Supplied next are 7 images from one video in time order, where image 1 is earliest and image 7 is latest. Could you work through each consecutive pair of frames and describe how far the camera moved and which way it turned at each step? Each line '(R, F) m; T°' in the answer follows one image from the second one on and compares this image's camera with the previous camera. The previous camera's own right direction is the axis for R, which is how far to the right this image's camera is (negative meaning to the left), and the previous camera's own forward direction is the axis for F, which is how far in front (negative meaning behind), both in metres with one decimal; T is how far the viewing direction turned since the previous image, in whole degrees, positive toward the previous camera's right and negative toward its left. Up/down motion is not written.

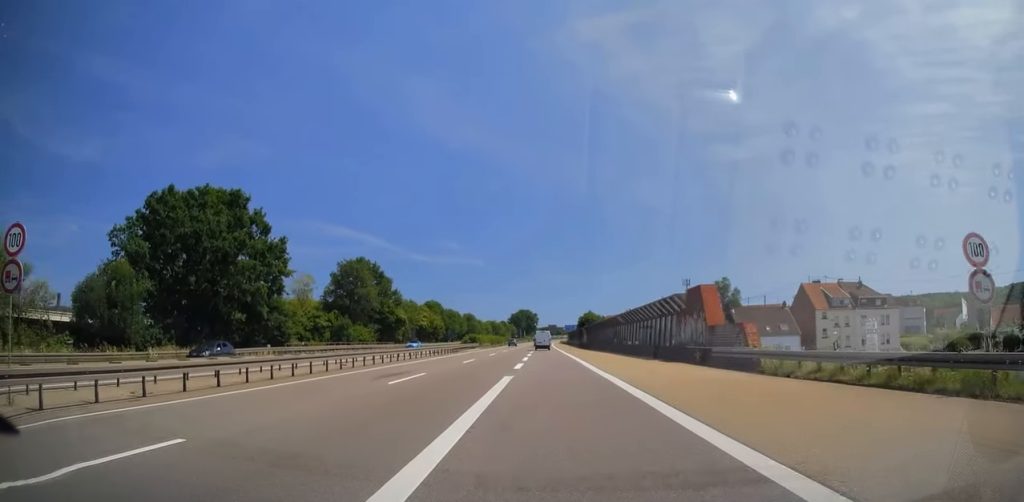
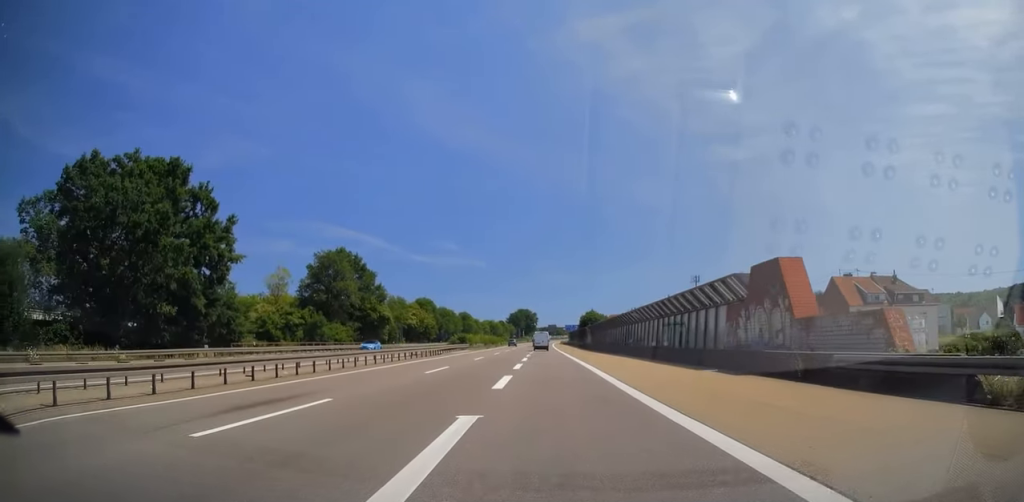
(+0.1, +11.4) m; 0°
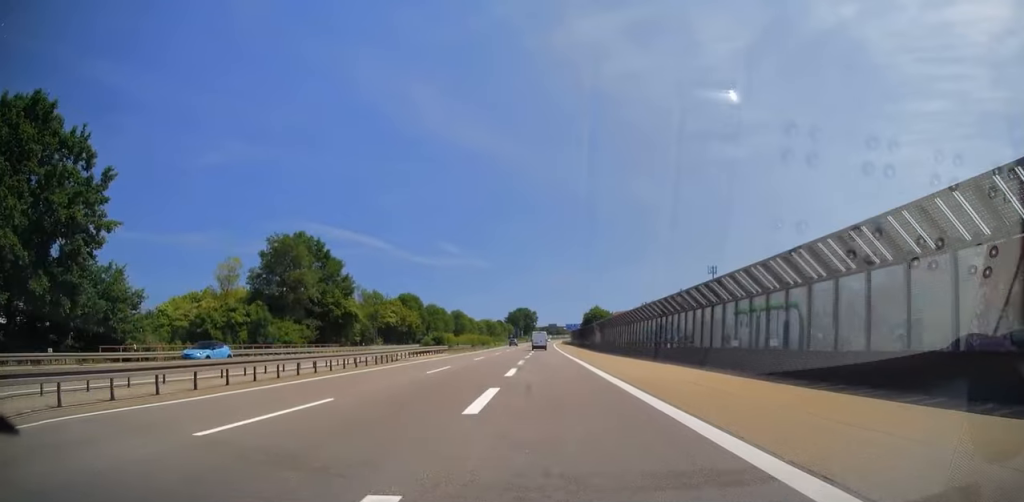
(+0.1, +17.8) m; 0°
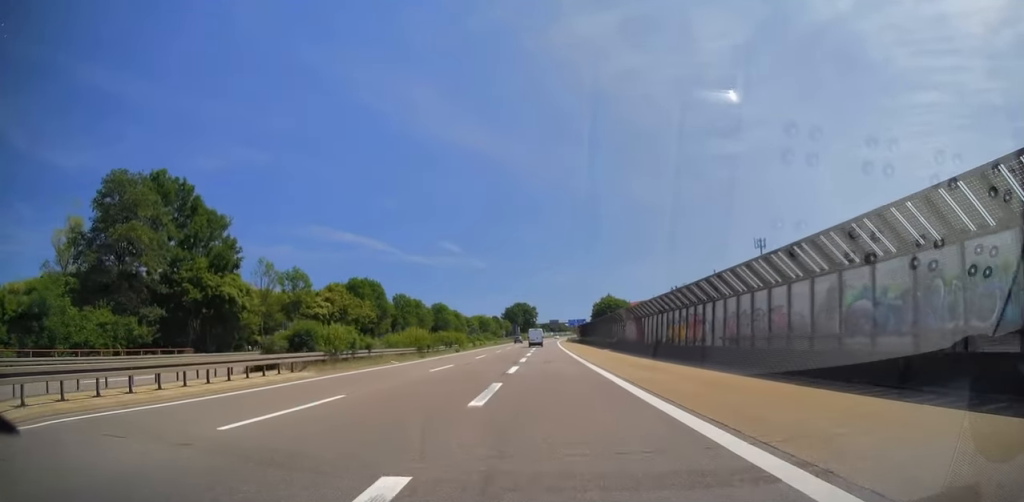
(0.0, +35.0) m; 0°
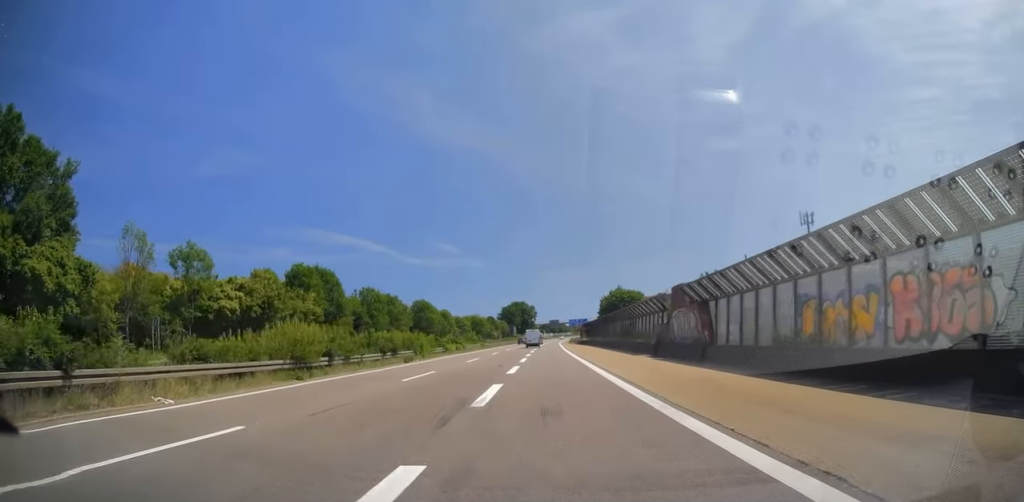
(-0.1, +23.1) m; 0°
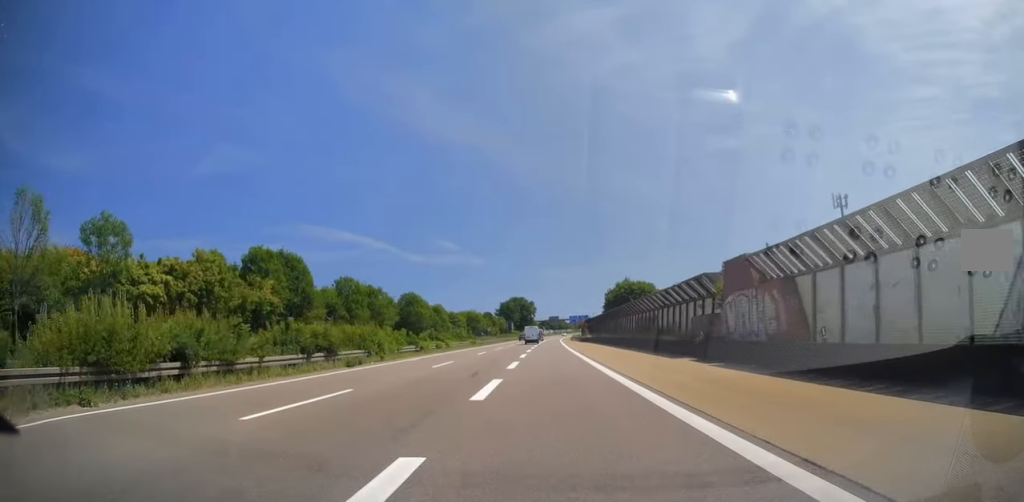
(0.0, +11.8) m; 0°
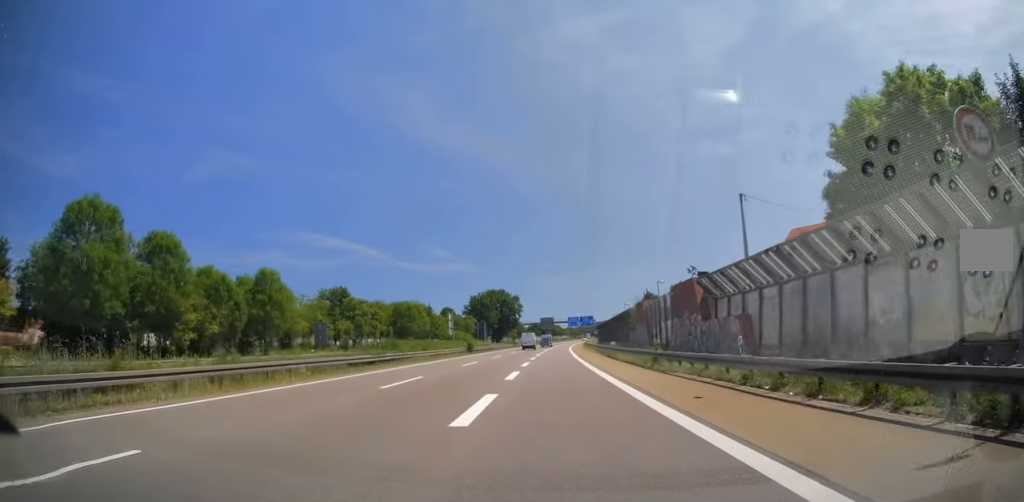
(+0.8, +98.3) m; +1°
